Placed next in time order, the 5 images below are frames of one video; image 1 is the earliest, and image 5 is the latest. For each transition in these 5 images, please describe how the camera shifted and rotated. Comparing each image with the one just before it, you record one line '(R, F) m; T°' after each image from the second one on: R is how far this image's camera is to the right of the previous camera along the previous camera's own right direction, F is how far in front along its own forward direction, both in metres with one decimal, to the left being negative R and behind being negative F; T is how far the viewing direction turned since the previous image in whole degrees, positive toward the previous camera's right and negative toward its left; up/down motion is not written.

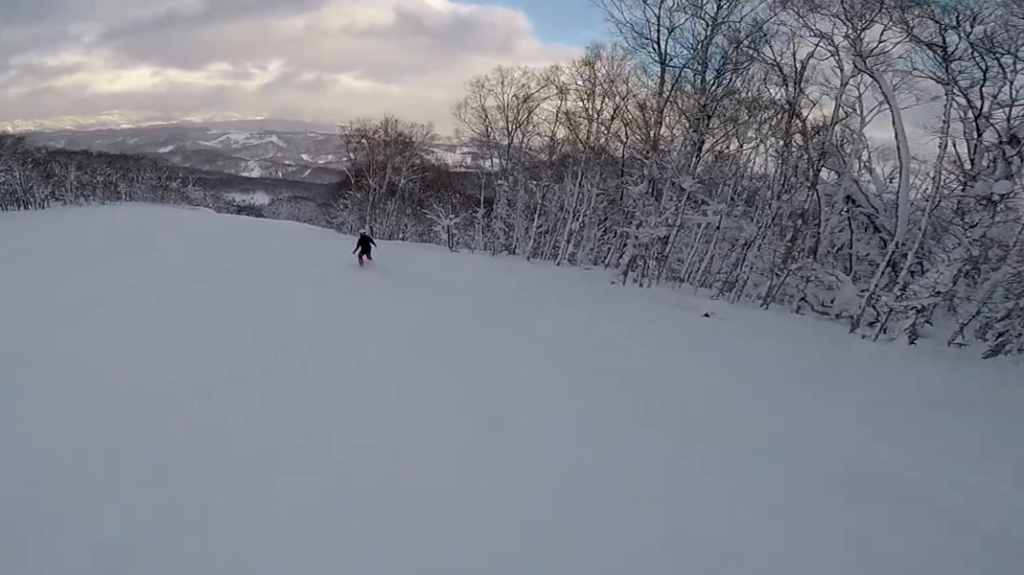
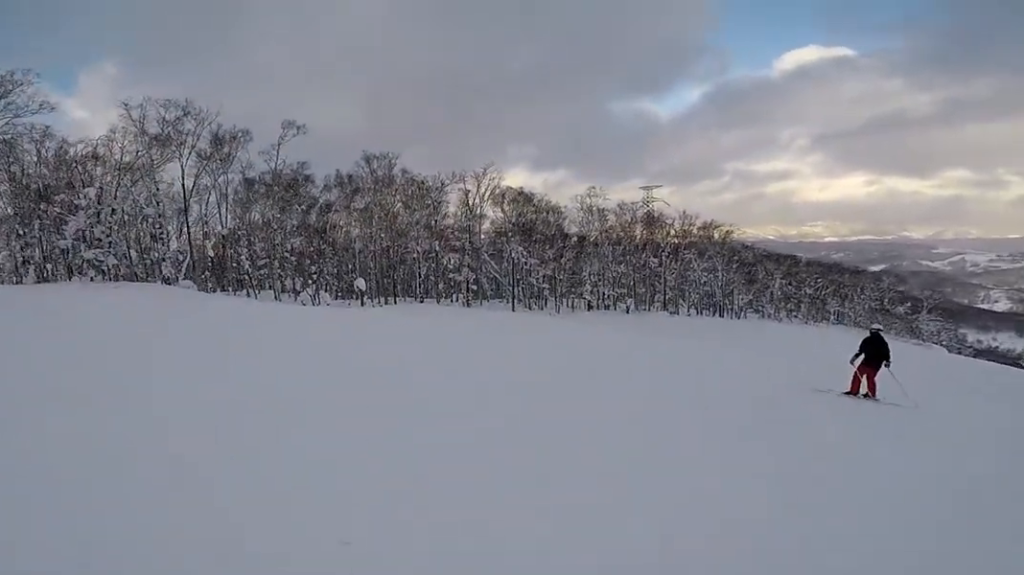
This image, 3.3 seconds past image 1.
(-15.2, +13.7) m; -64°
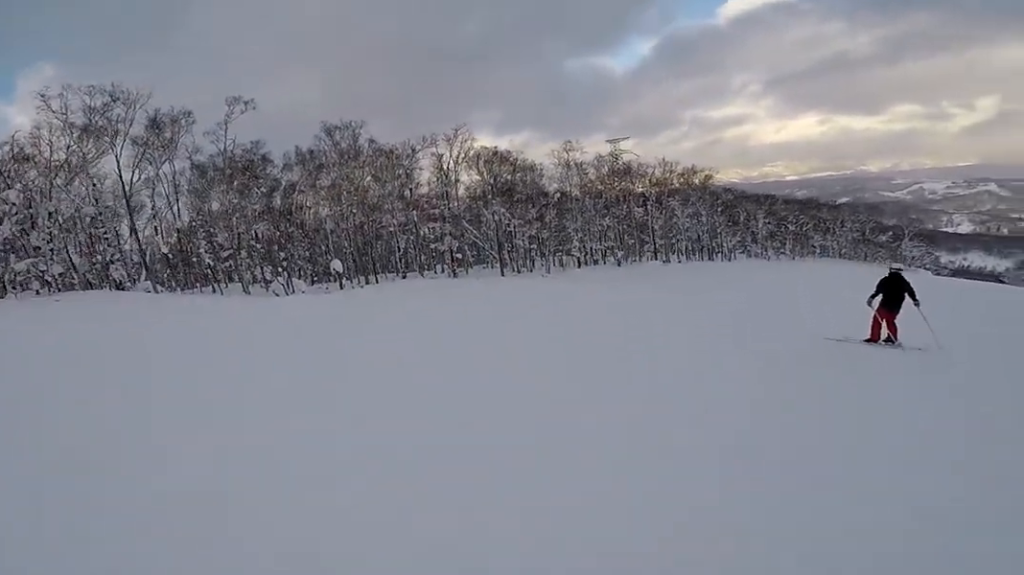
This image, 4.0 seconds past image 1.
(0.0, +4.5) m; +4°
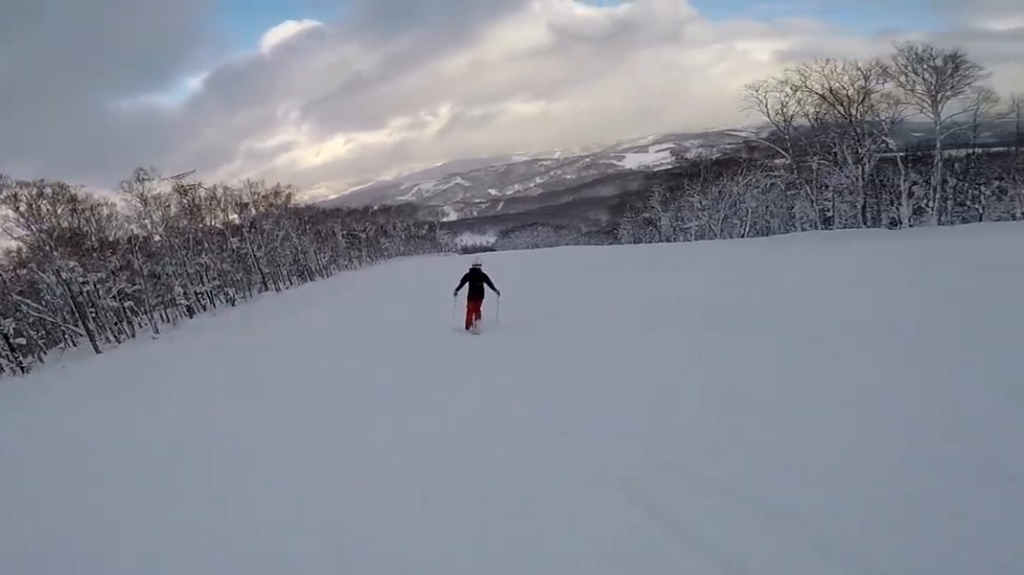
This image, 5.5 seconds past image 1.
(+3.1, +7.8) m; +54°
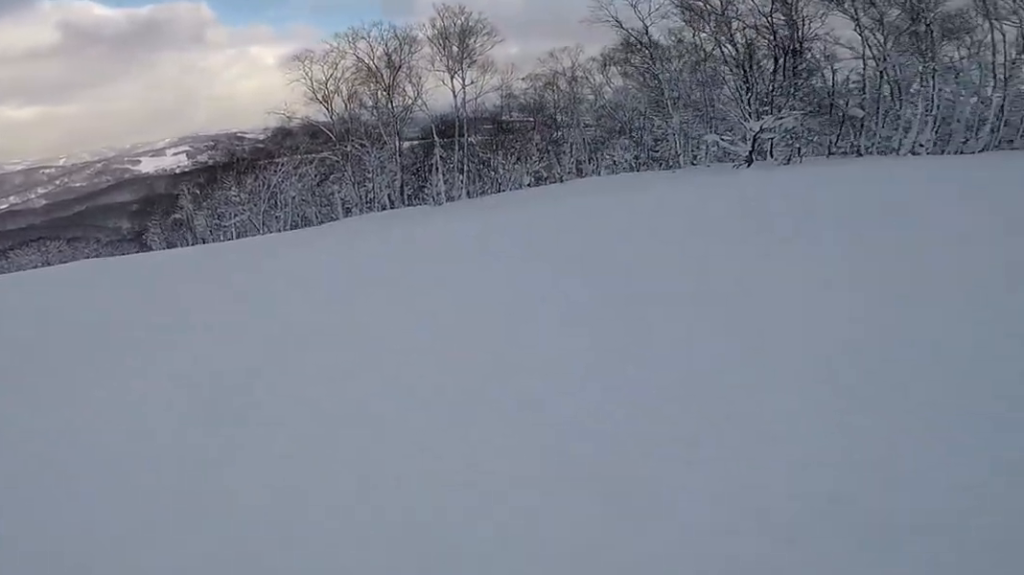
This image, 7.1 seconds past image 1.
(+4.9, +9.3) m; +48°
